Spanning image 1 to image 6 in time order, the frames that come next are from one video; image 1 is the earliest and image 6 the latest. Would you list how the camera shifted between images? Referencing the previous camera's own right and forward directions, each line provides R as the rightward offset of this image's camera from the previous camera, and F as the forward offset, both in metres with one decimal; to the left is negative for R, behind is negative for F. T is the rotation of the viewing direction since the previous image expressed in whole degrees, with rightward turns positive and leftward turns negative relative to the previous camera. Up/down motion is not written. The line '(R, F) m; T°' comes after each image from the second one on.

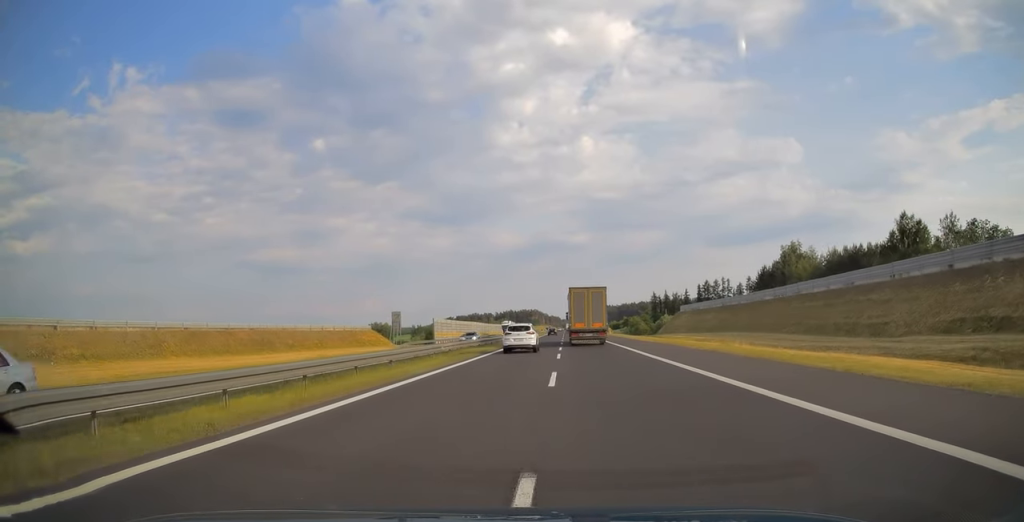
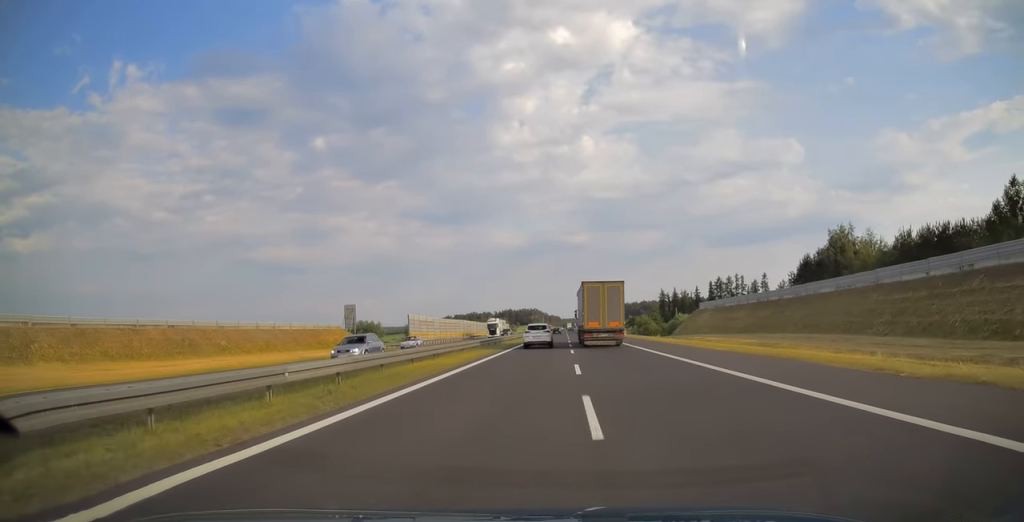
(-0.1, +19.2) m; 0°
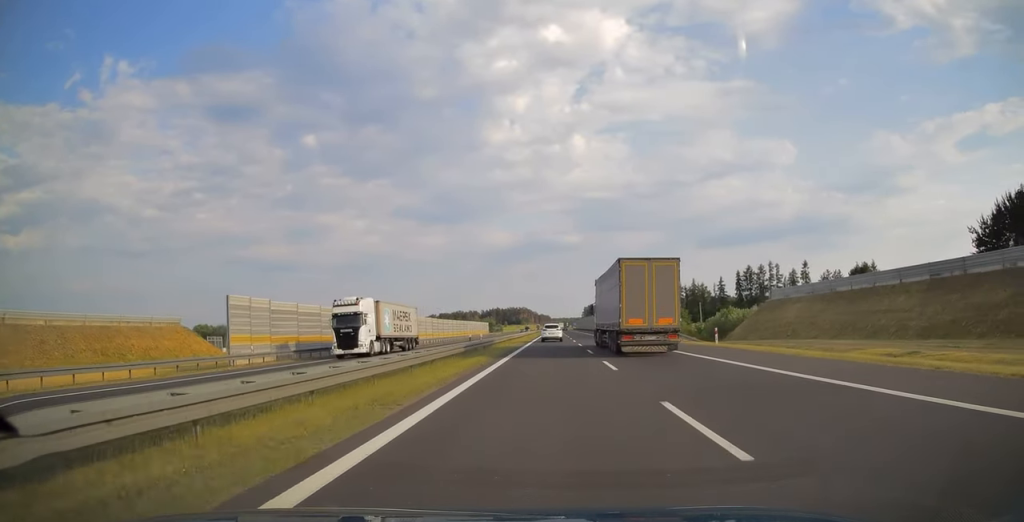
(-0.1, +48.5) m; 0°
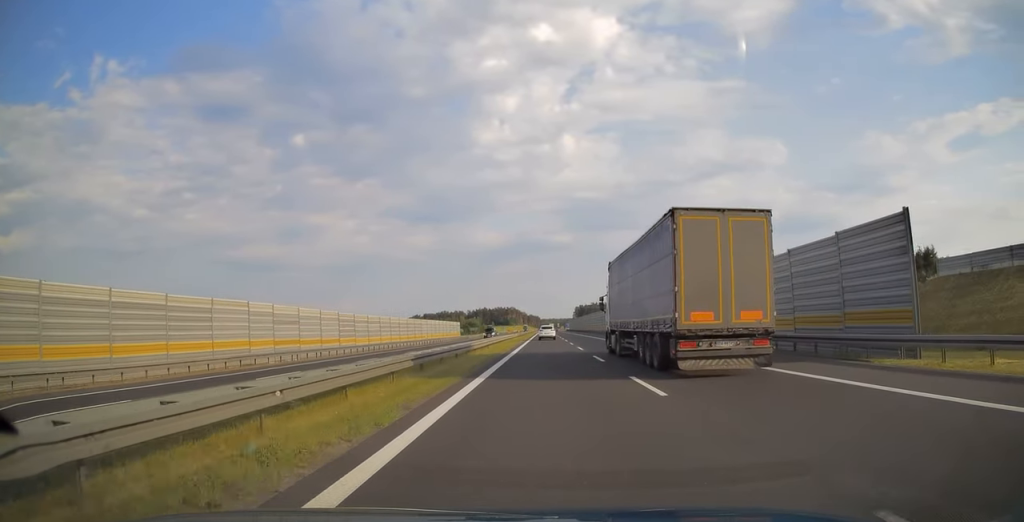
(+0.3, +42.4) m; +1°
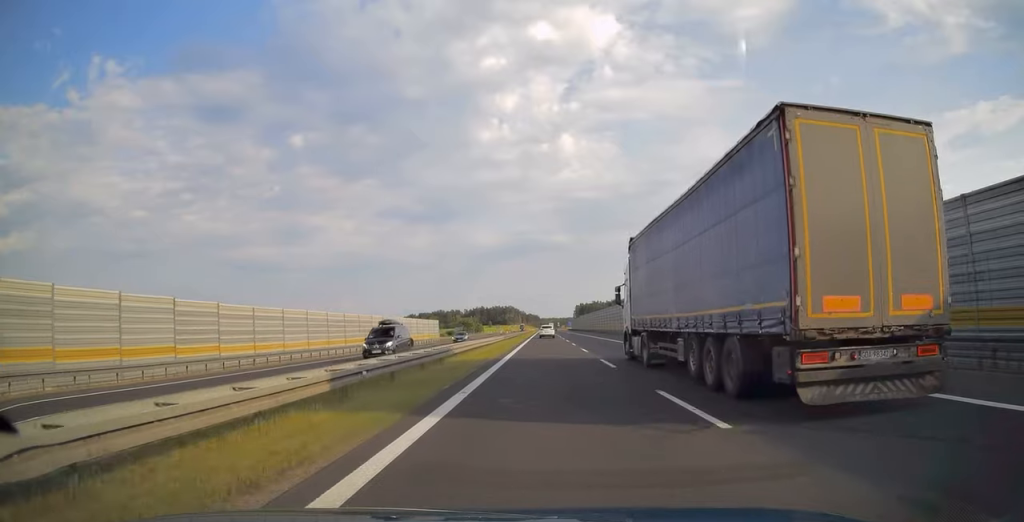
(+0.1, +28.1) m; 0°
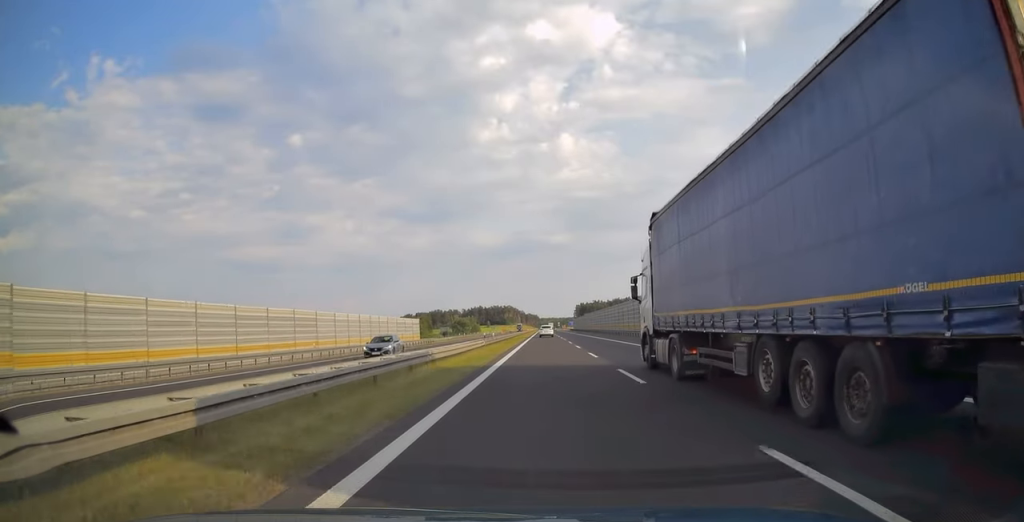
(0.0, +17.6) m; 0°
